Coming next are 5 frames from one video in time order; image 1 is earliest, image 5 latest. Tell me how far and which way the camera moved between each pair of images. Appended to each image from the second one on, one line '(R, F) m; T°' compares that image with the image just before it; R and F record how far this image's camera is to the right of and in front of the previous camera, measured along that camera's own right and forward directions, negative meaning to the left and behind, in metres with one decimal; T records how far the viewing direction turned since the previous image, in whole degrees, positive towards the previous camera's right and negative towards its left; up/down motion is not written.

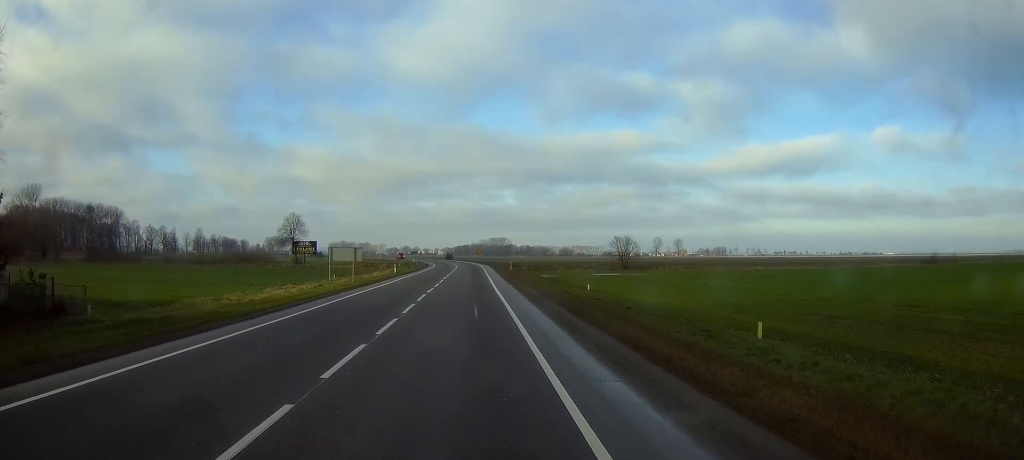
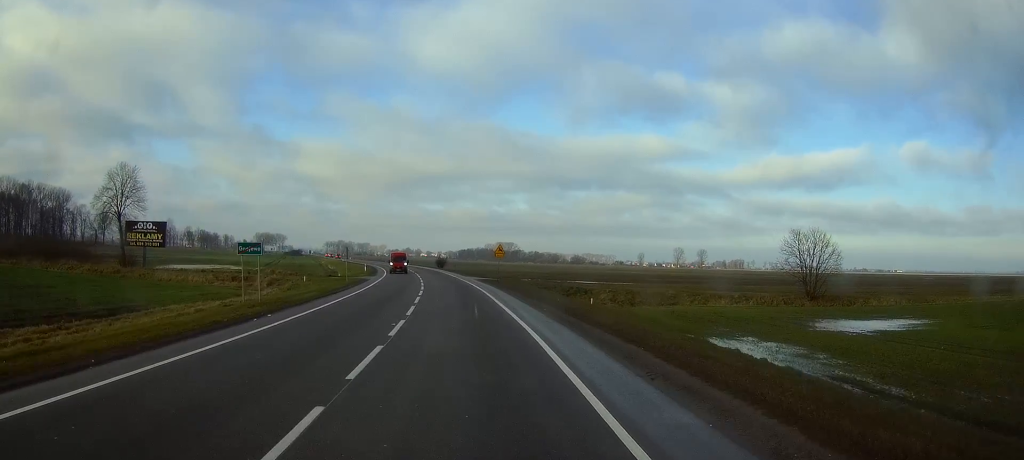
(-0.4, +84.5) m; -1°
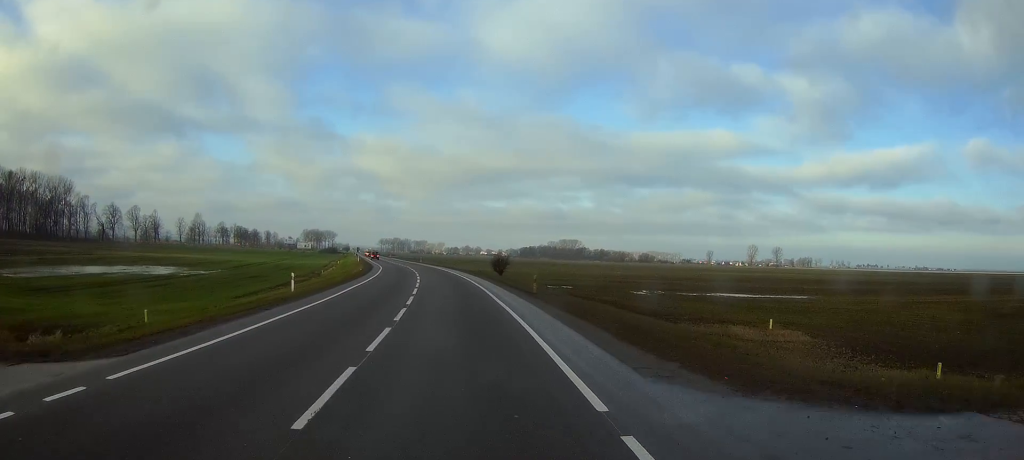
(-1.7, +57.7) m; -4°
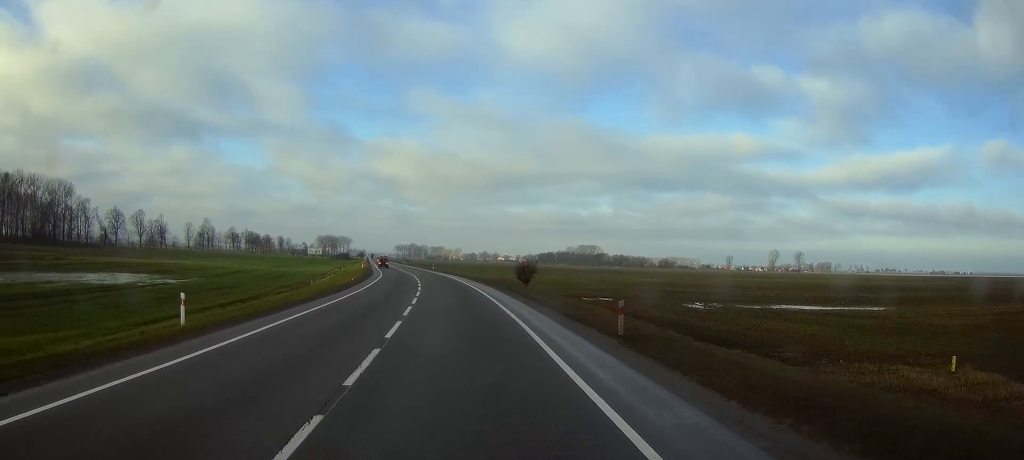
(-0.1, +15.4) m; -2°
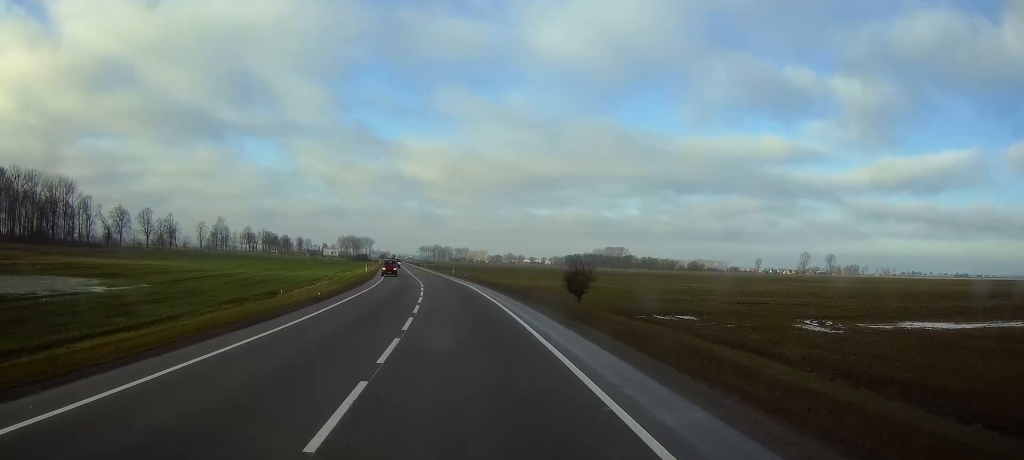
(-0.4, +21.8) m; -2°
